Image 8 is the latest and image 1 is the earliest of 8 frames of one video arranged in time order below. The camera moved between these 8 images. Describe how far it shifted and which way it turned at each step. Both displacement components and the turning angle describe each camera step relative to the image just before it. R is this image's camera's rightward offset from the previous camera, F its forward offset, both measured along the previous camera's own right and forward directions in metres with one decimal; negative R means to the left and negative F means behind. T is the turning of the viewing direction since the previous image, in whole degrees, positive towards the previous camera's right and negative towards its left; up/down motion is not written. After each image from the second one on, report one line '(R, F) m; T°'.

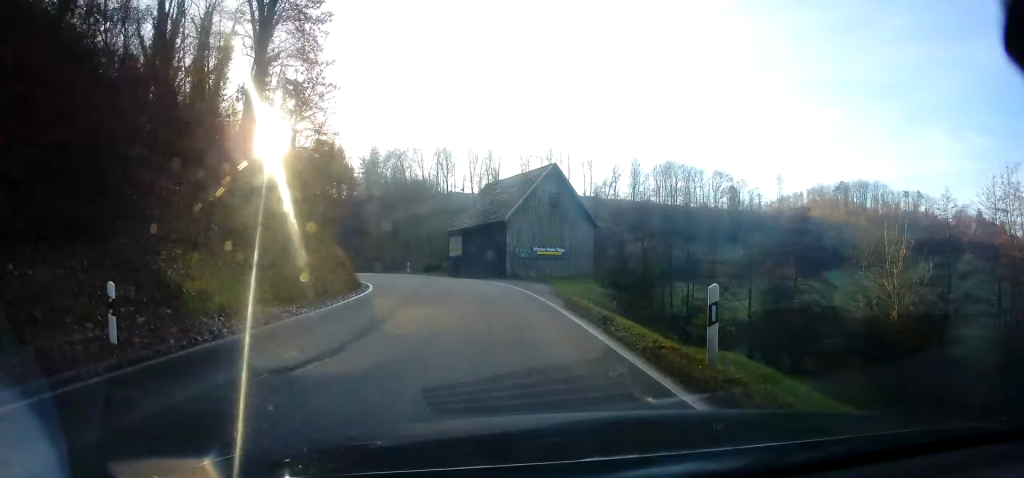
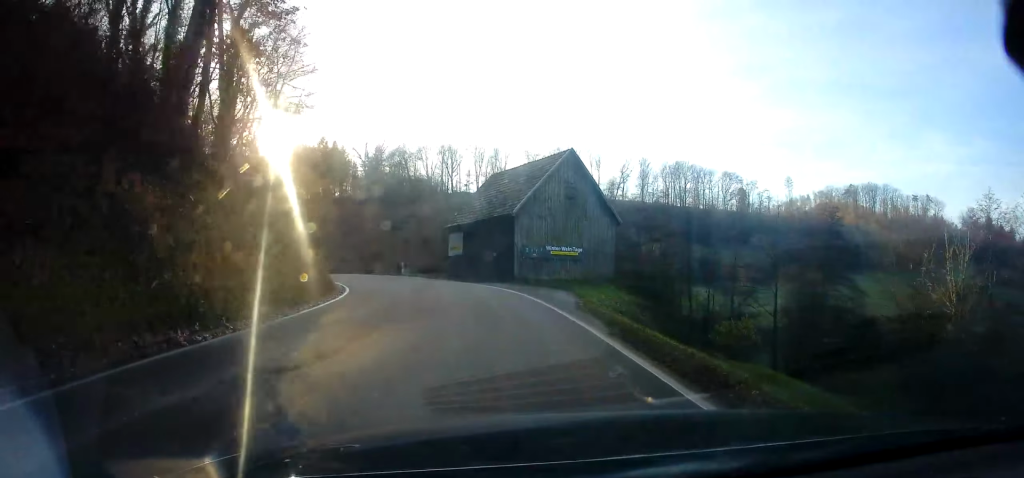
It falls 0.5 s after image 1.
(0.0, +5.7) m; -1°
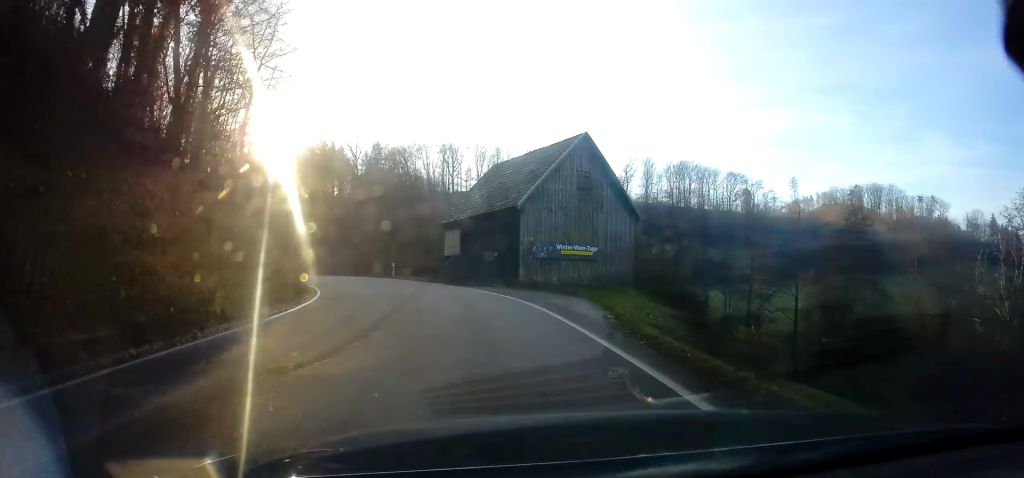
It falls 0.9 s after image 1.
(-0.1, +4.6) m; -2°
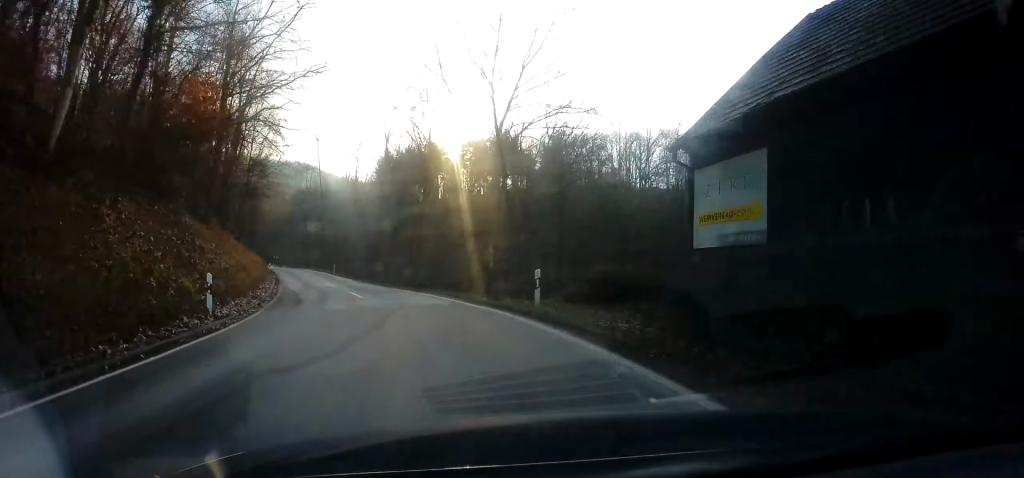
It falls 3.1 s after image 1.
(-3.0, +25.1) m; -17°
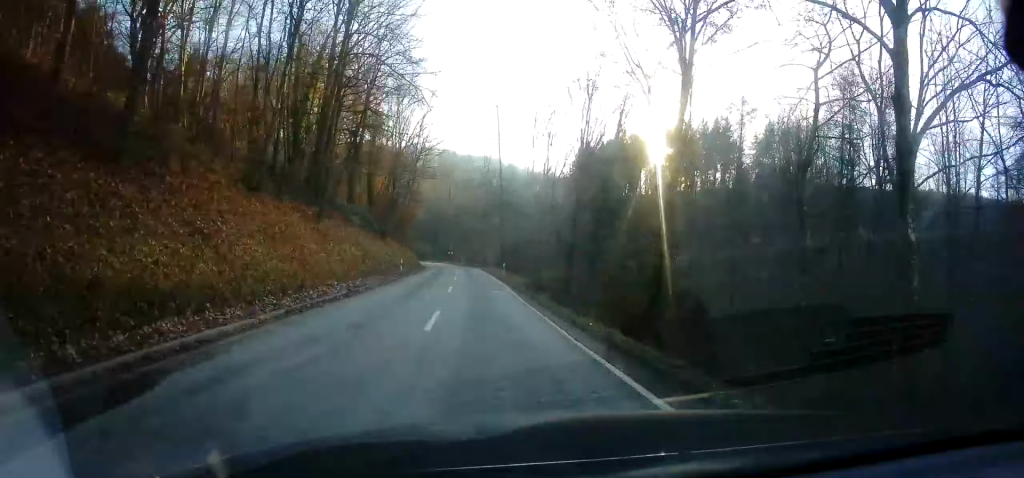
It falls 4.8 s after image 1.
(-3.6, +21.2) m; -16°
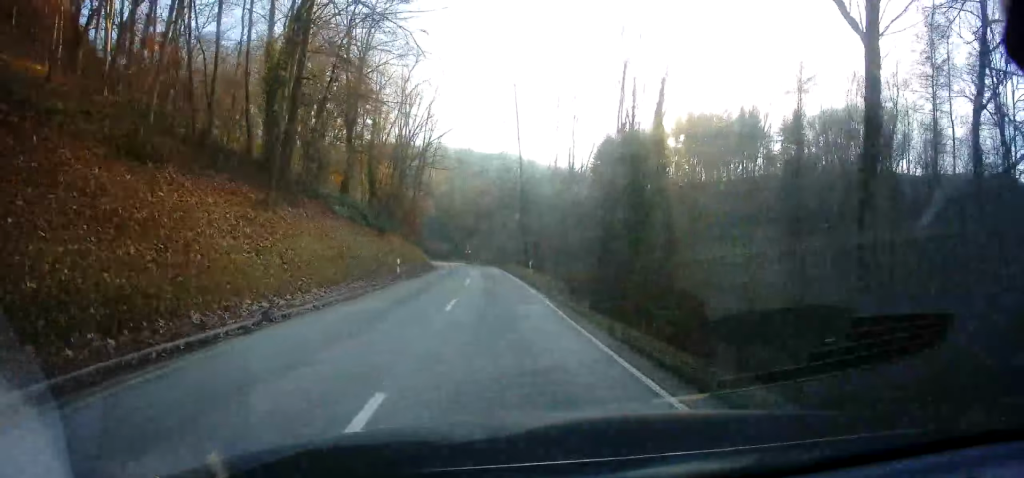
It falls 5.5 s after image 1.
(-0.4, +8.8) m; -2°
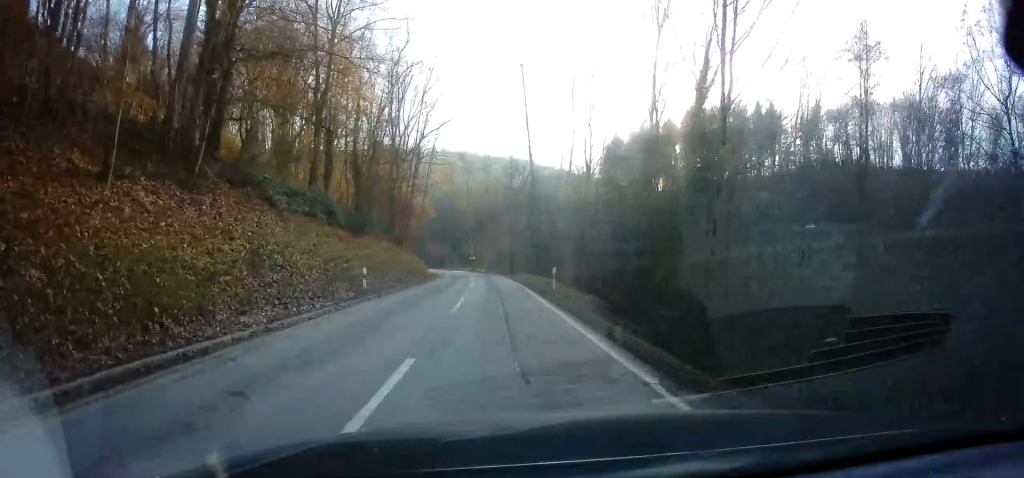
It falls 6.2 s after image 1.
(0.0, +9.5) m; -1°
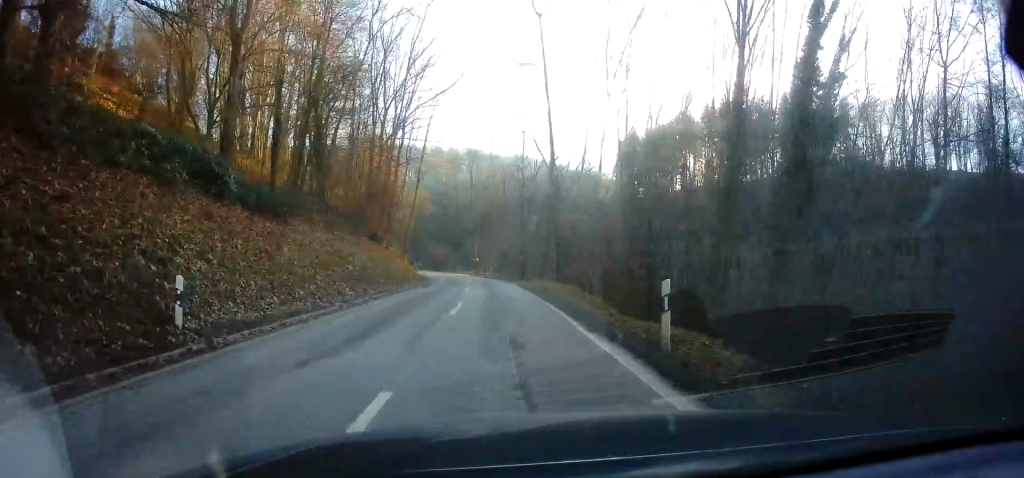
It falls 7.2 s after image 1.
(-0.3, +13.7) m; -2°
